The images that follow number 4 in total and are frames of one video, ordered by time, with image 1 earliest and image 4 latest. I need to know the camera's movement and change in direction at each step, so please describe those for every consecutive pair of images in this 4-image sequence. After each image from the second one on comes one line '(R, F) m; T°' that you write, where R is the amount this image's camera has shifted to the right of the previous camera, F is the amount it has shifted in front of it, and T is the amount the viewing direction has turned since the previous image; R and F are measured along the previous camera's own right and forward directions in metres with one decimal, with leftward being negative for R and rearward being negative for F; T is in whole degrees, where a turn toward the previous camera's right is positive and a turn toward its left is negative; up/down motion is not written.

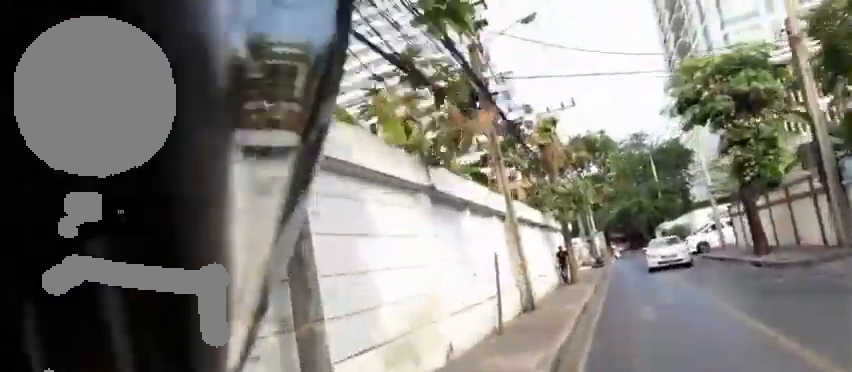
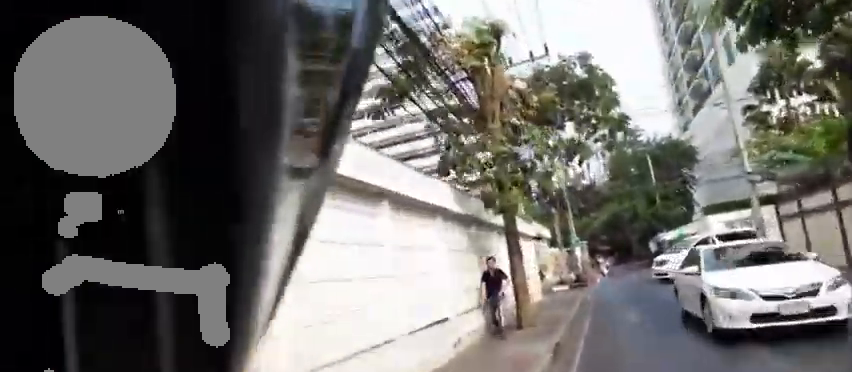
(0.0, +14.7) m; 0°
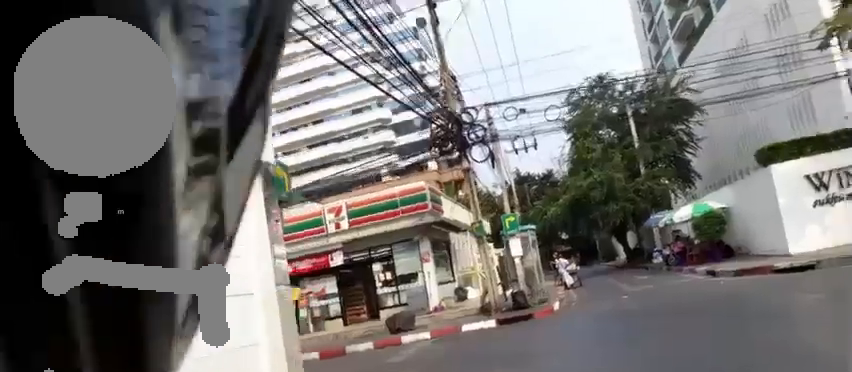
(-0.1, +33.5) m; +4°
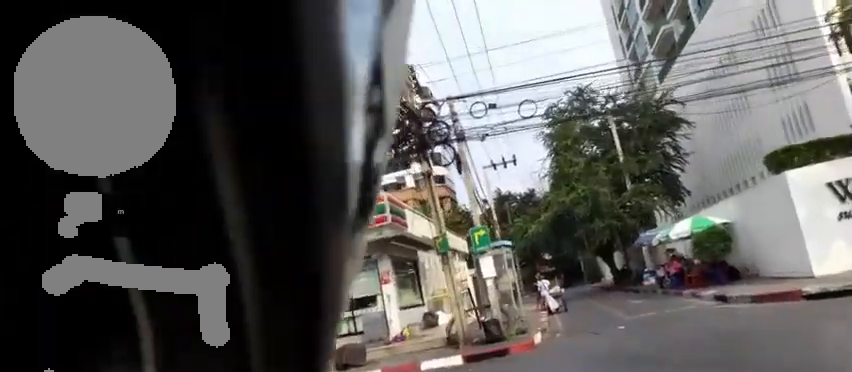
(+0.3, +5.5) m; +5°
